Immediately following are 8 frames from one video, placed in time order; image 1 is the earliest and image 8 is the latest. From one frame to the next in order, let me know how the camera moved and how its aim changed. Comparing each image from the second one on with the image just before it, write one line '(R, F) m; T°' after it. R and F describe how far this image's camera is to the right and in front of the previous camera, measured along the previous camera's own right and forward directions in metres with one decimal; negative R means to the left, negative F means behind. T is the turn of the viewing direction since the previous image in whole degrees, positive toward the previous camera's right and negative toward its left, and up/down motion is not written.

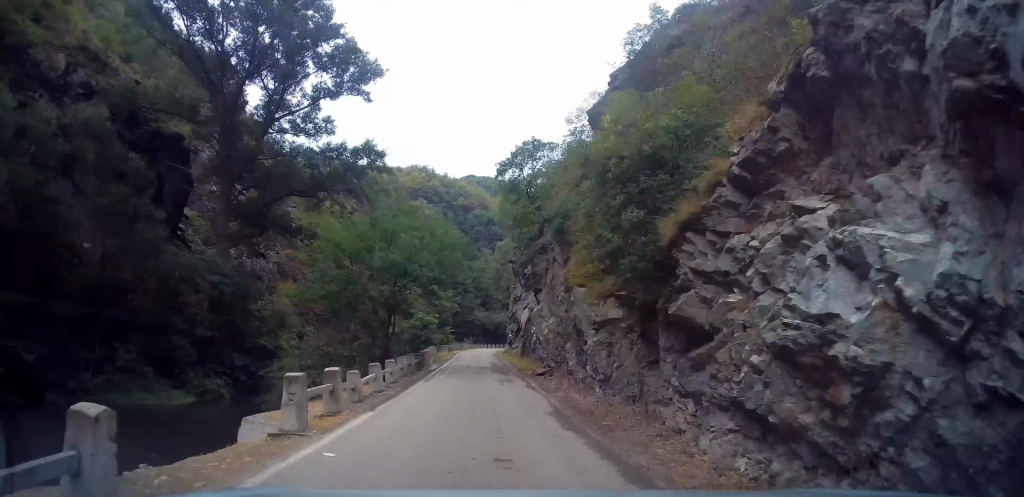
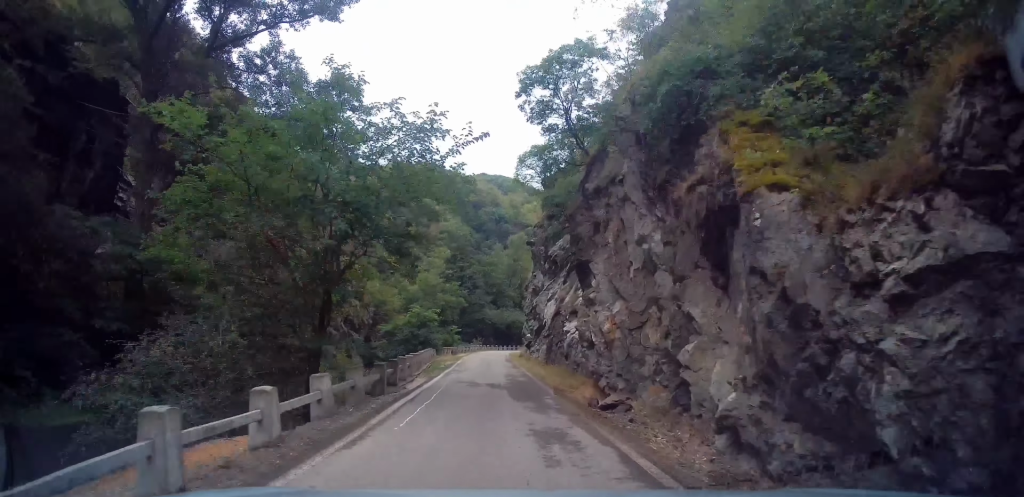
(+0.2, +9.3) m; +1°
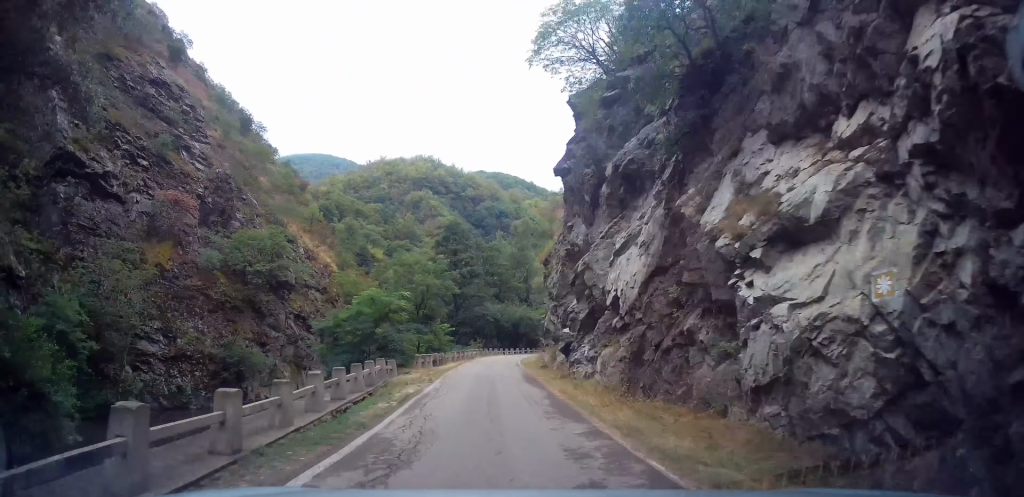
(-0.2, +16.0) m; -1°
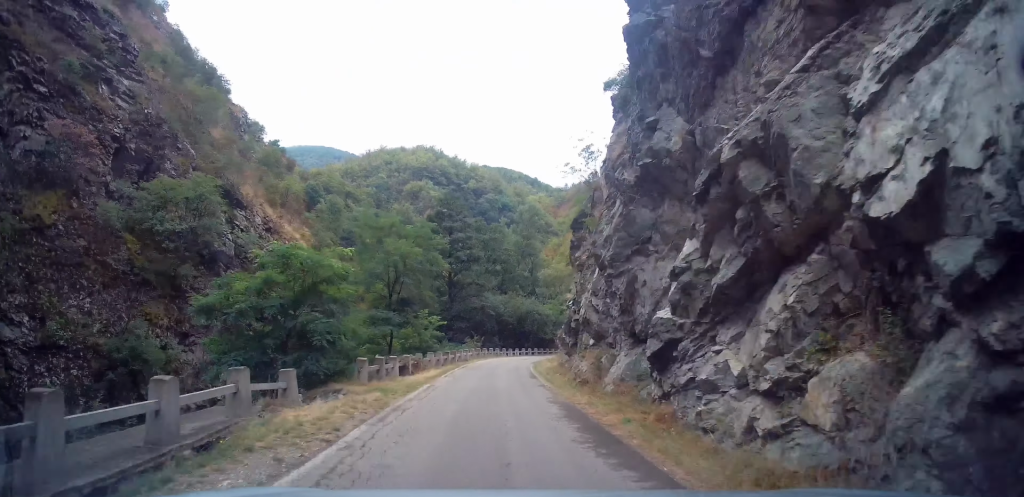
(-0.1, +10.3) m; 0°
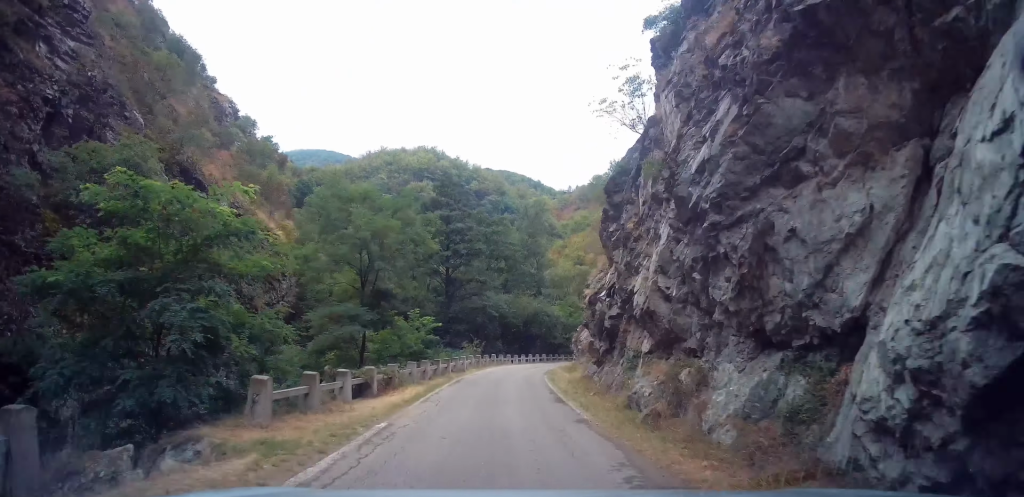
(-0.1, +6.3) m; +1°
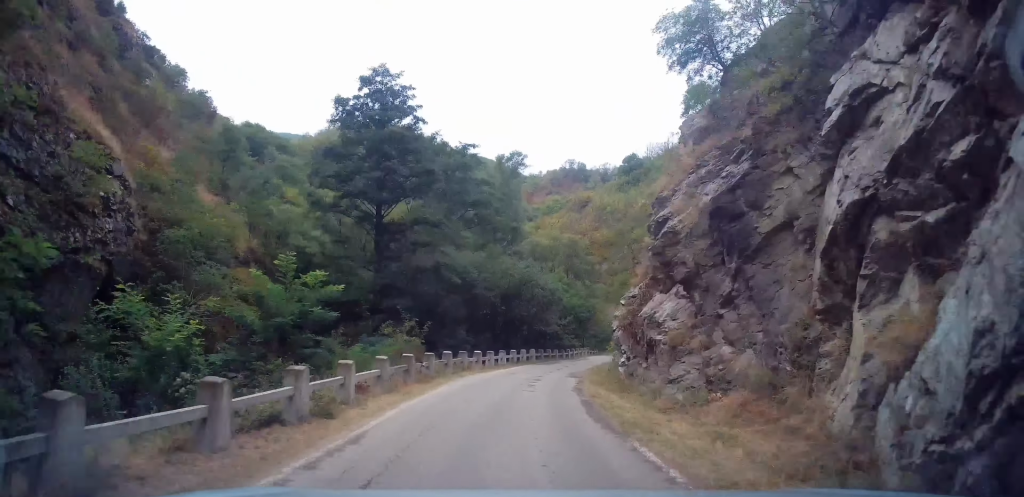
(+0.5, +18.4) m; +3°
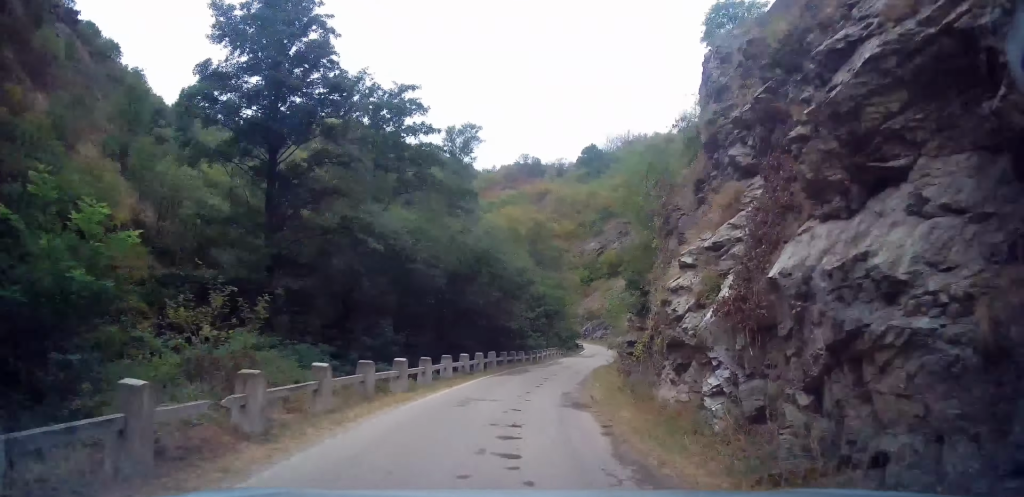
(-0.2, +9.2) m; +3°
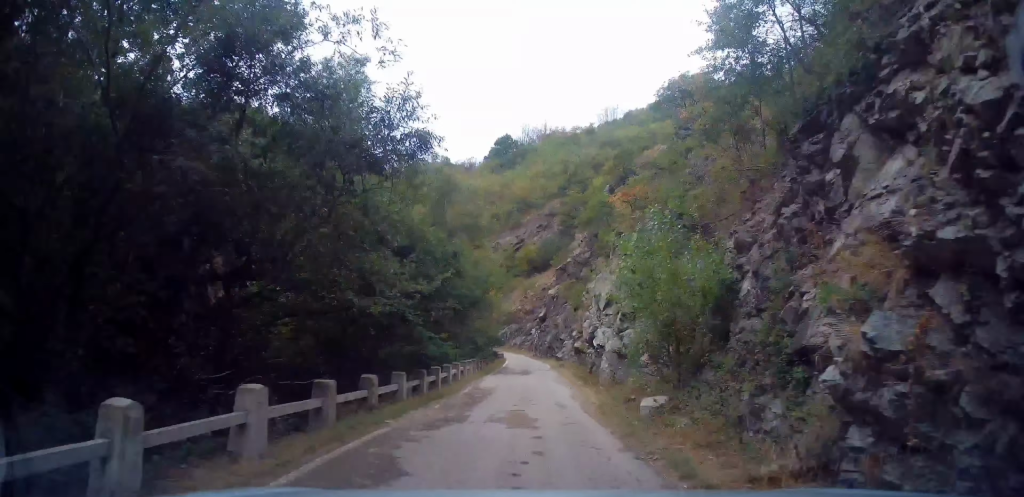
(+1.5, +16.8) m; +7°
